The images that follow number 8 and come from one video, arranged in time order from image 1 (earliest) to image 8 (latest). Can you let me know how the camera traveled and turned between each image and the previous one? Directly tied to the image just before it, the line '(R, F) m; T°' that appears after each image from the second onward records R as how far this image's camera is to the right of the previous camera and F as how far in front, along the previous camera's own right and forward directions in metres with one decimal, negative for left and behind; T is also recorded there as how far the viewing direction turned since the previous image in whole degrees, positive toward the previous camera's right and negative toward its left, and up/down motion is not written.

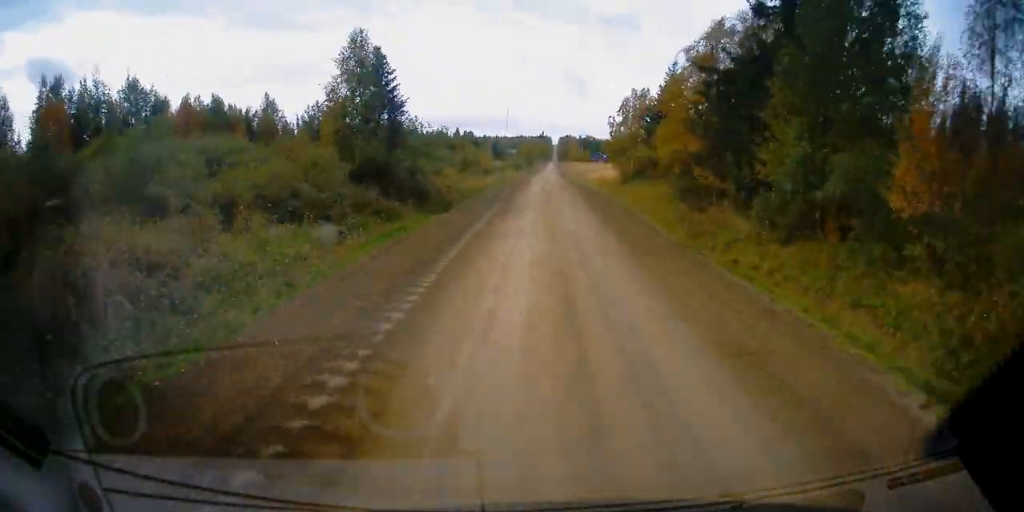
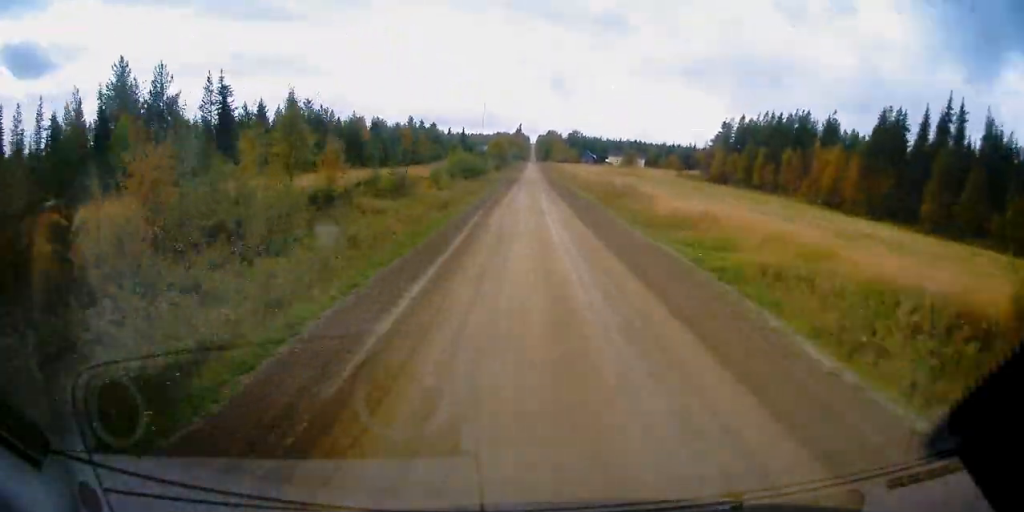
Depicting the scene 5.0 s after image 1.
(+0.9, +57.1) m; +1°
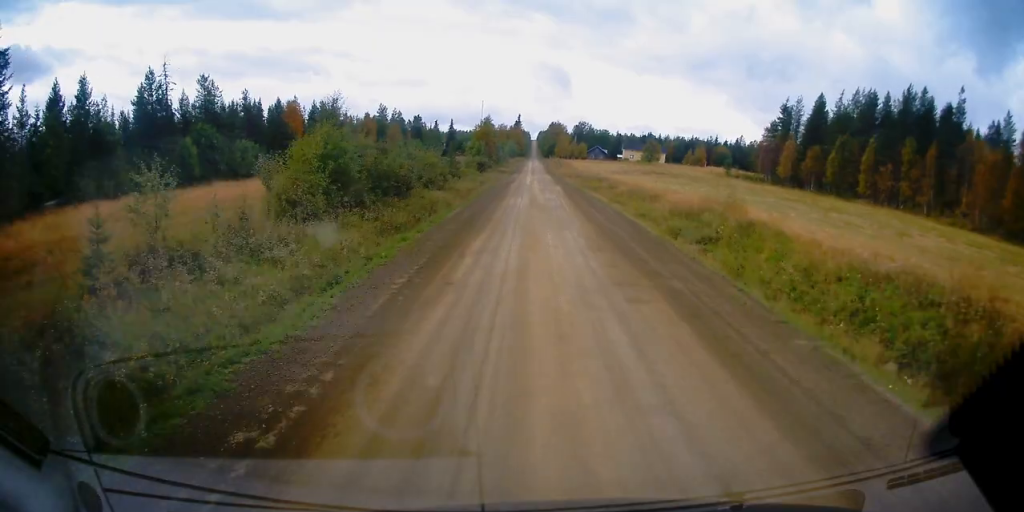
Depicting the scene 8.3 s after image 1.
(-0.1, +38.2) m; 0°
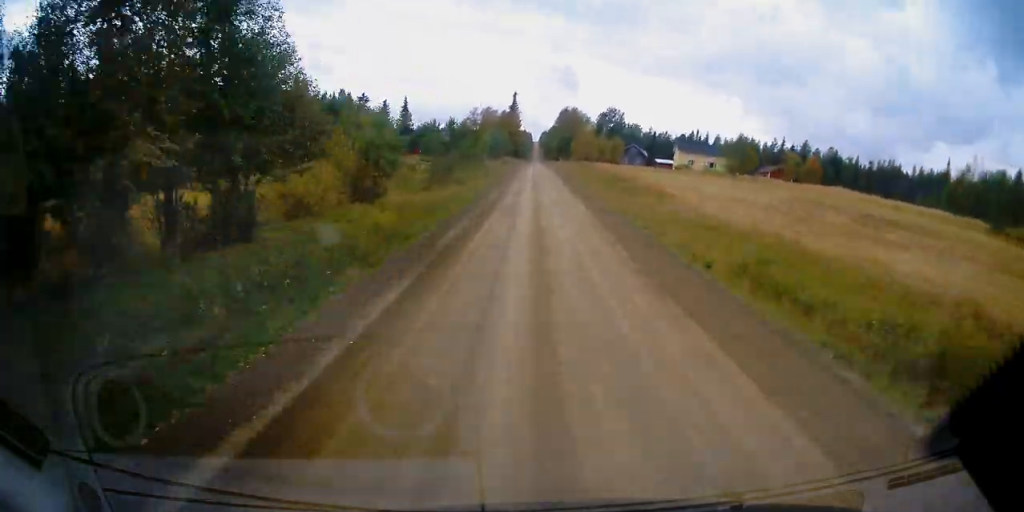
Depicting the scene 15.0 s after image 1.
(-0.2, +80.1) m; 0°
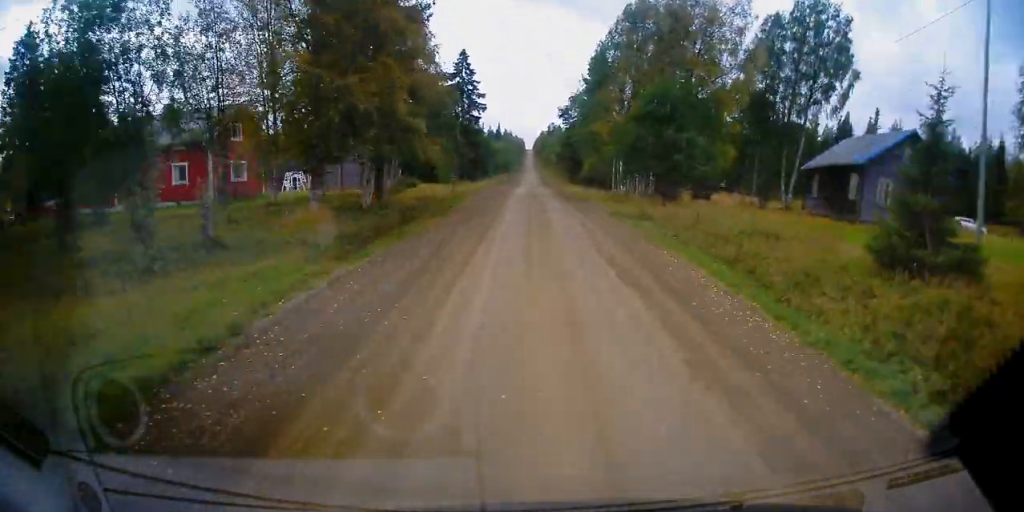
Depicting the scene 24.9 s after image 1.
(+1.4, +117.3) m; +1°
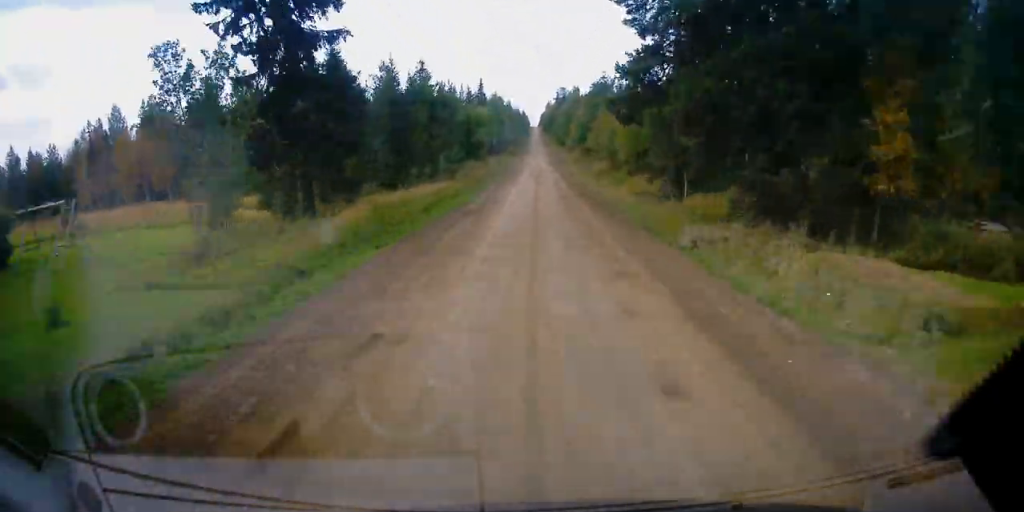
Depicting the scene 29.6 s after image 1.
(-0.4, +55.1) m; 0°
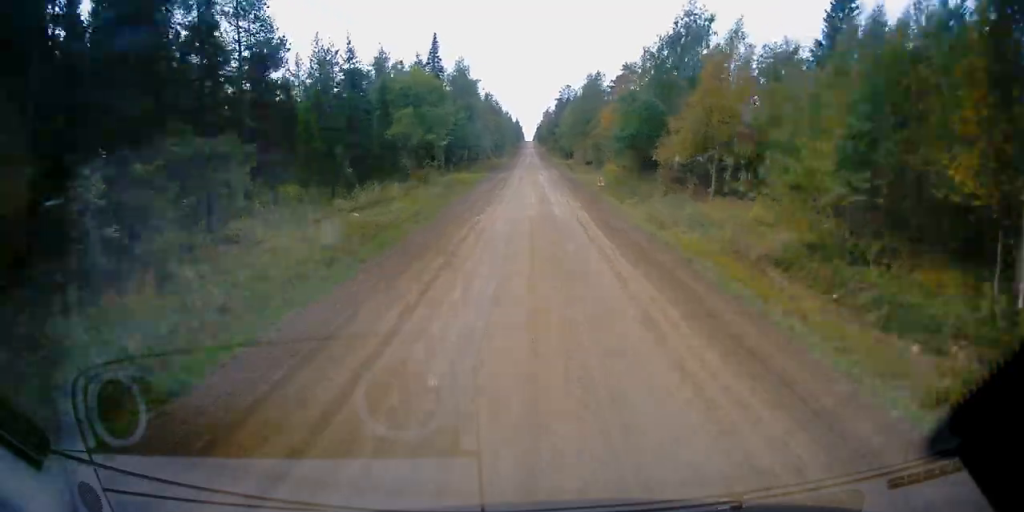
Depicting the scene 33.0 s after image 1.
(+0.3, +40.6) m; 0°
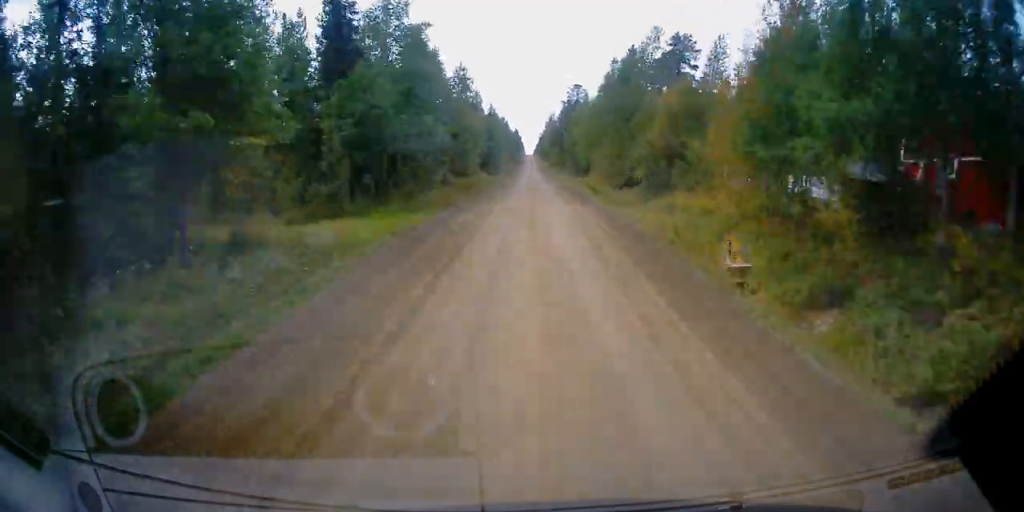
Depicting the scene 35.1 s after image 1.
(+0.2, +24.7) m; 0°
